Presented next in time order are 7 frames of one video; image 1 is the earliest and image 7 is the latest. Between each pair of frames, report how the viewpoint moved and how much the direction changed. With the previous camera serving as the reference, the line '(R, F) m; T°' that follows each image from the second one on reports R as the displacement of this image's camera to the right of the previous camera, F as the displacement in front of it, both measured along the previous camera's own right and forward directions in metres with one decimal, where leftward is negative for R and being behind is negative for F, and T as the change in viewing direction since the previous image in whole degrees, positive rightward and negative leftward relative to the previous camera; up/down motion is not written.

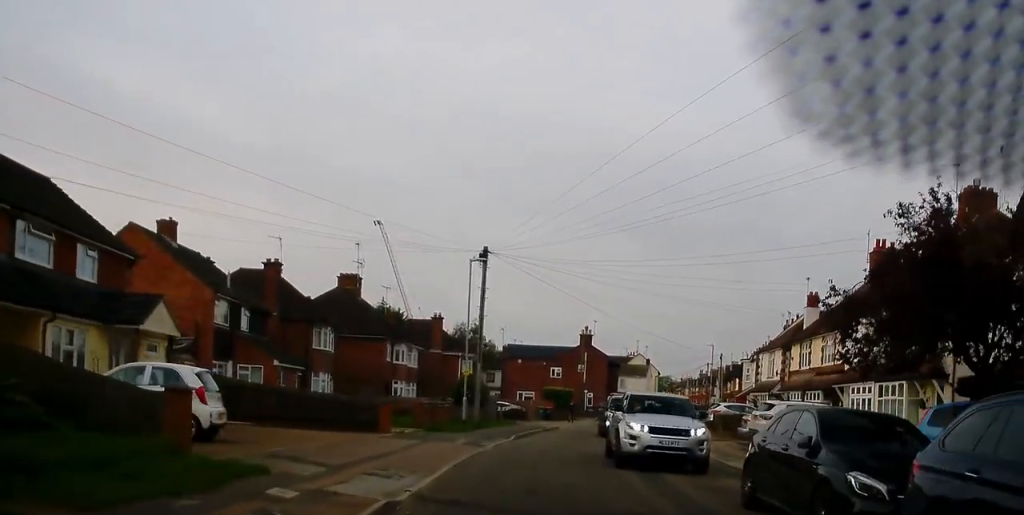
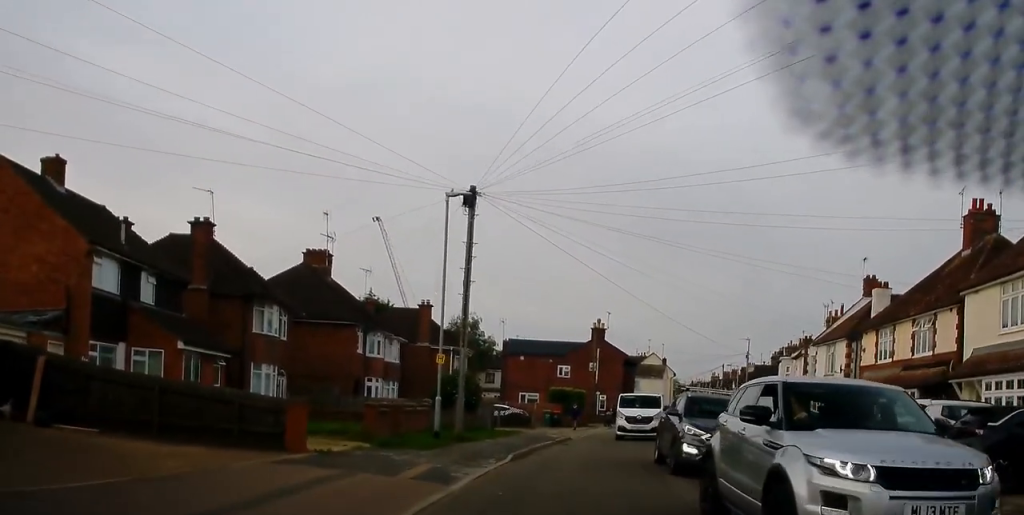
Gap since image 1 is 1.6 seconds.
(+0.3, +9.5) m; +1°
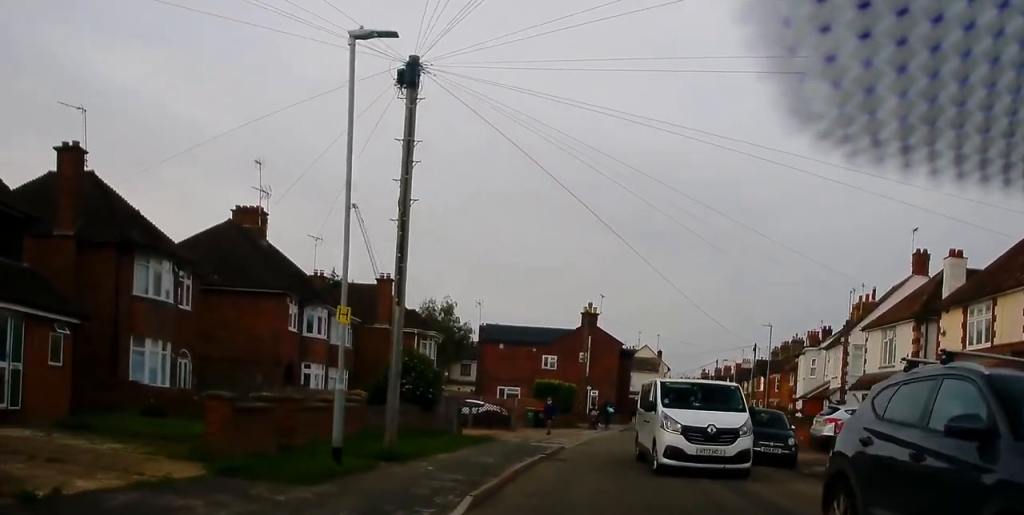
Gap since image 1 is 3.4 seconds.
(-0.1, +8.2) m; +1°
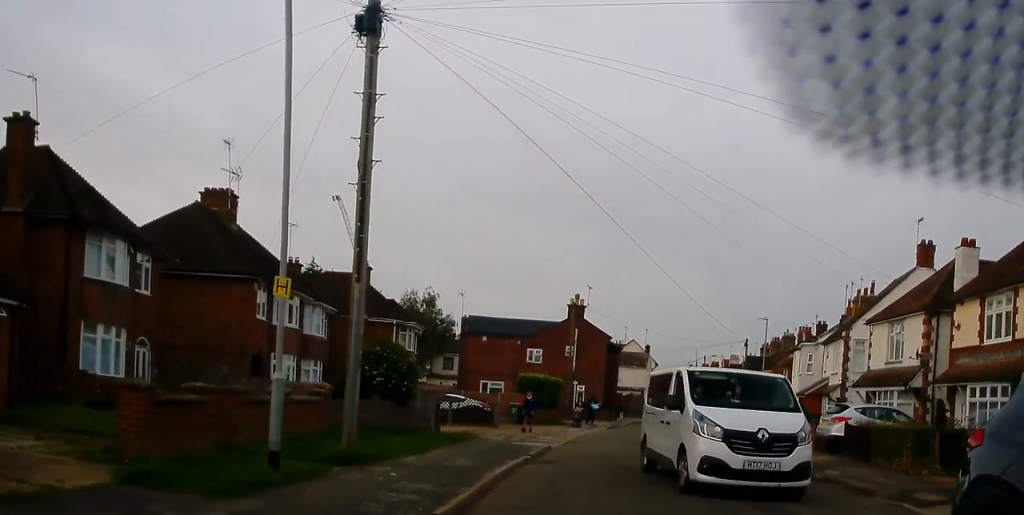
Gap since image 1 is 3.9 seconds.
(0.0, +2.0) m; +2°
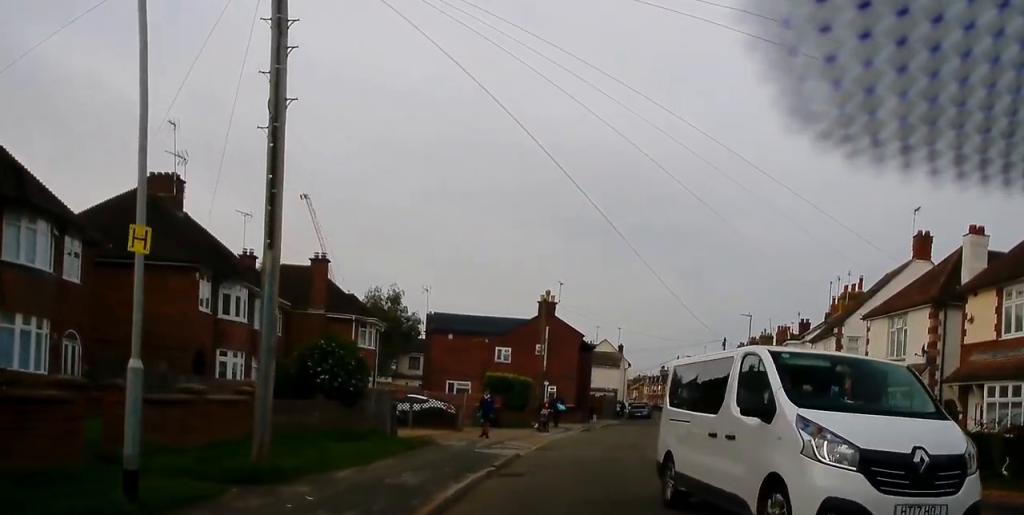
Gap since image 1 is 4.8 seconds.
(0.0, +2.6) m; +4°
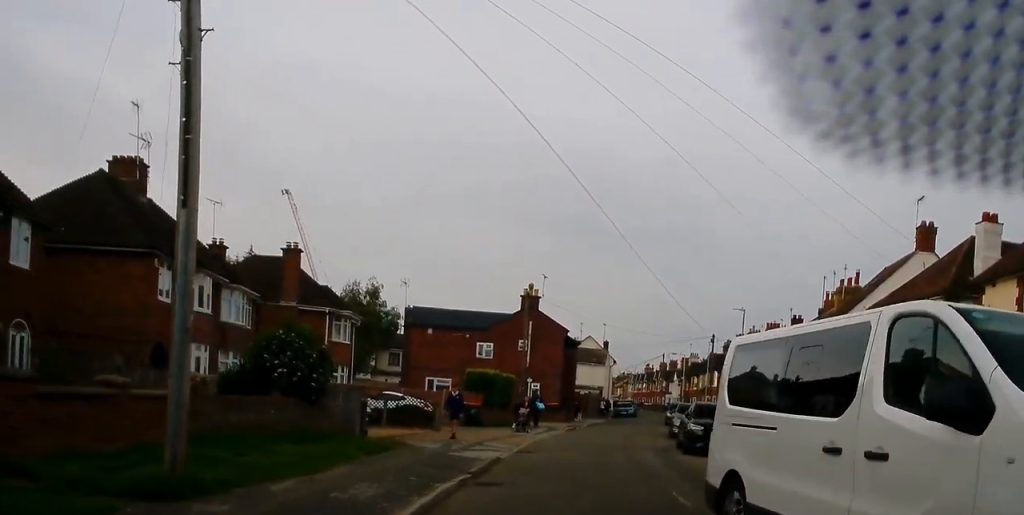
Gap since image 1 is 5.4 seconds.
(+0.1, +1.9) m; 0°
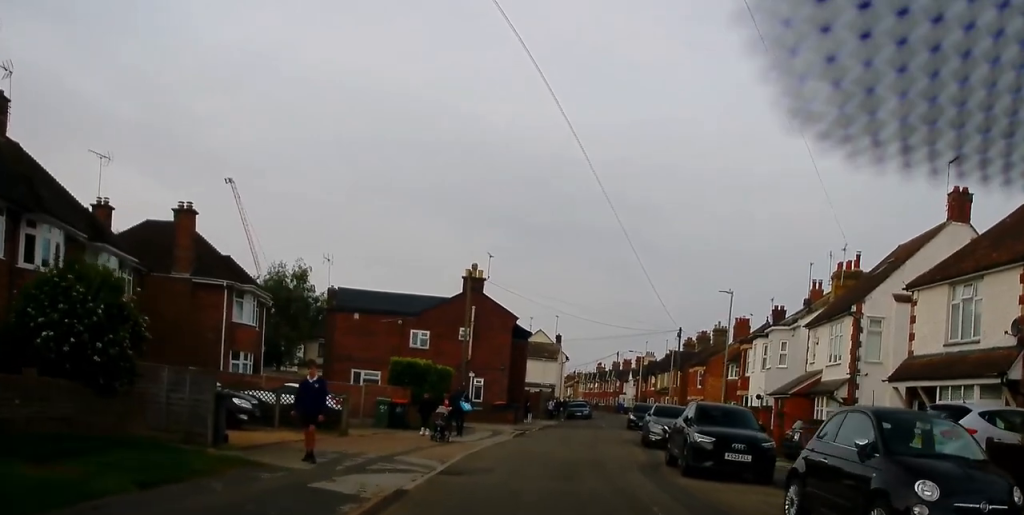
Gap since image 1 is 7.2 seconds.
(+0.2, +7.3) m; +4°
